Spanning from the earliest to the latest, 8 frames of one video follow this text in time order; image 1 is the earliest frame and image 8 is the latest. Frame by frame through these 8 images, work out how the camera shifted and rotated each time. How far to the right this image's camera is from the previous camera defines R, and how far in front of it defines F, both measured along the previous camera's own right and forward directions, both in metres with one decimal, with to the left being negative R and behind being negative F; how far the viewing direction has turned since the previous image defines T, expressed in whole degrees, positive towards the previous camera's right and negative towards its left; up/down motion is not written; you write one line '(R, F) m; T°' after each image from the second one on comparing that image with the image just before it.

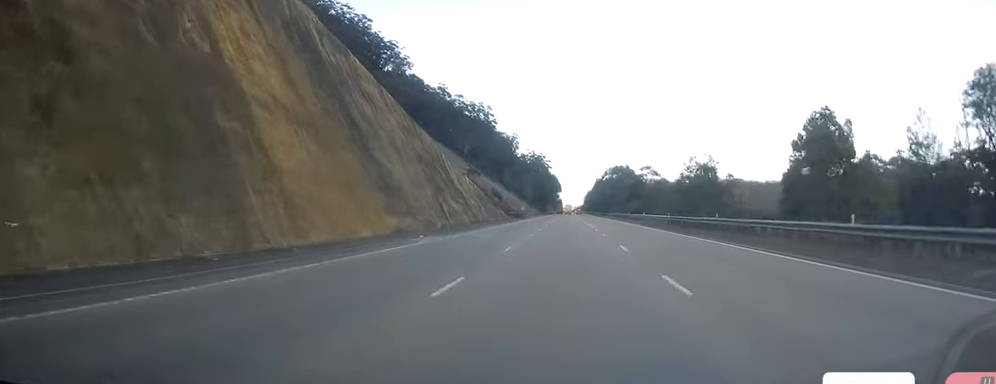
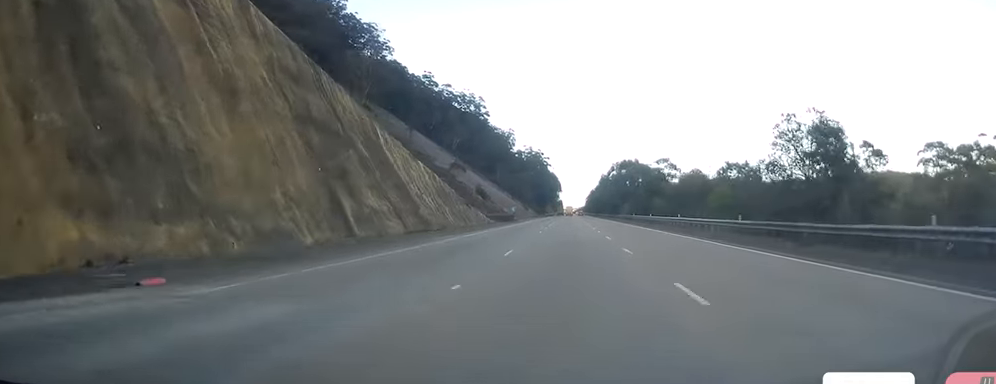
(0.0, +24.9) m; 0°
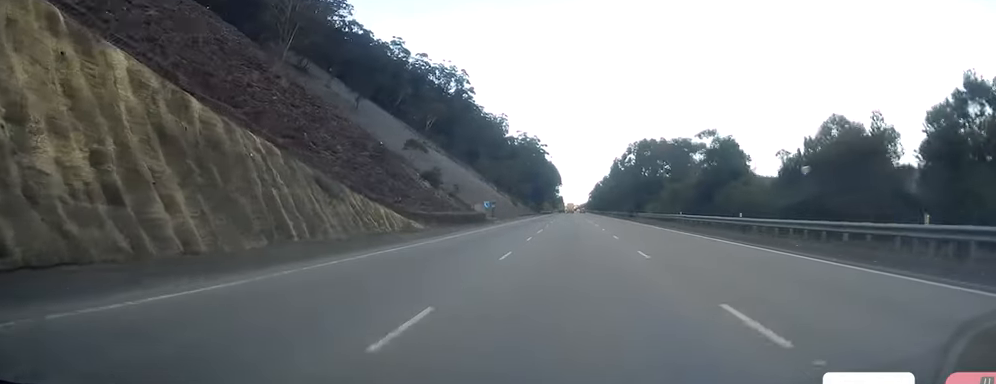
(-0.2, +39.2) m; 0°
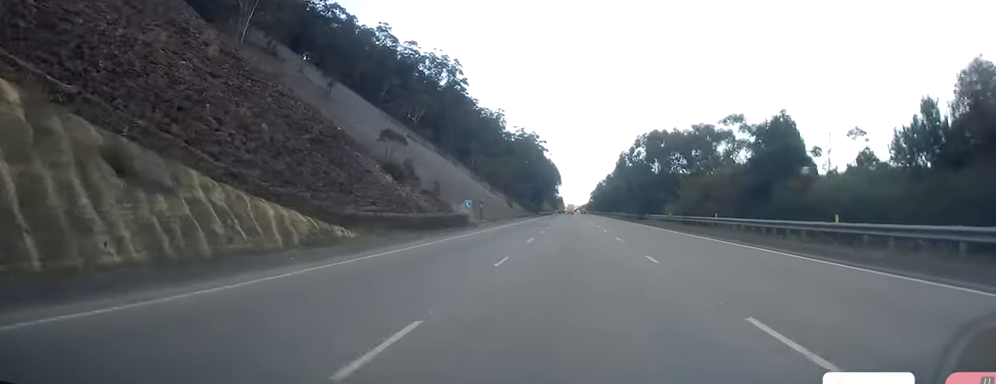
(+0.1, +13.4) m; 0°
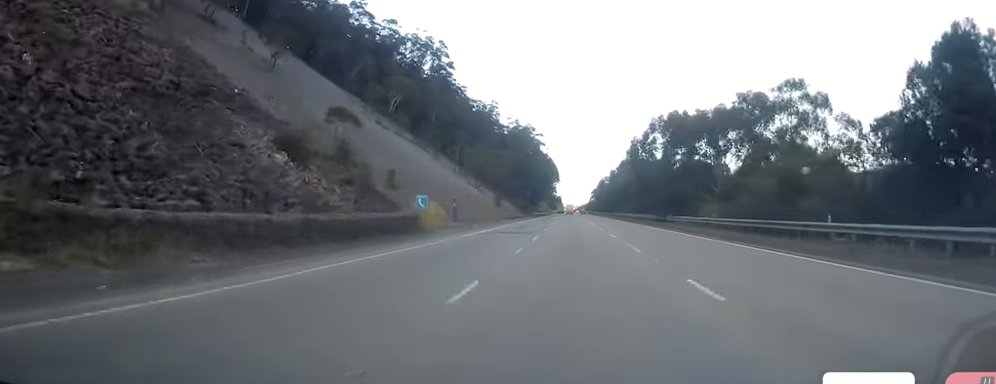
(+0.4, +19.1) m; 0°
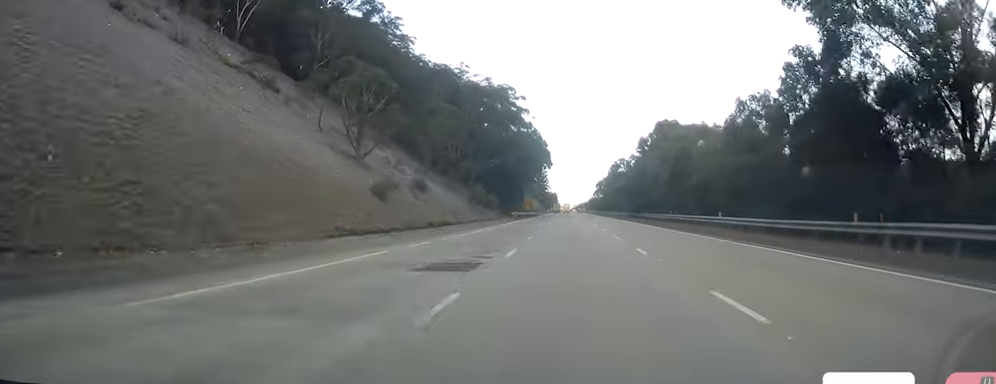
(-0.1, +62.6) m; 0°
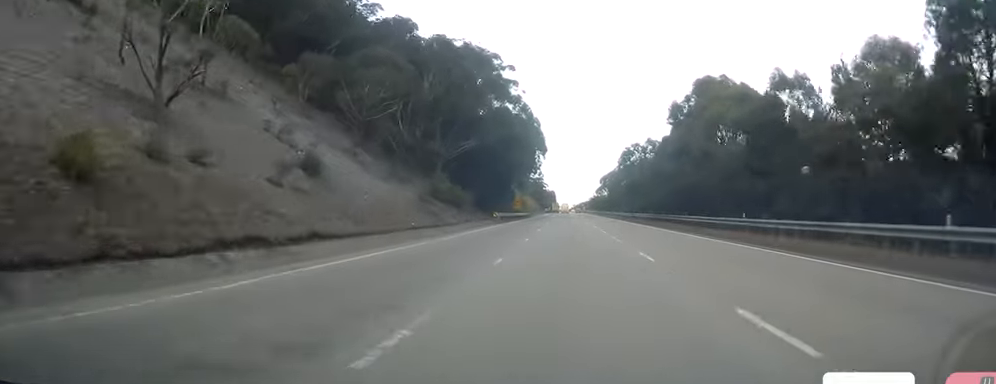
(-0.4, +26.0) m; 0°
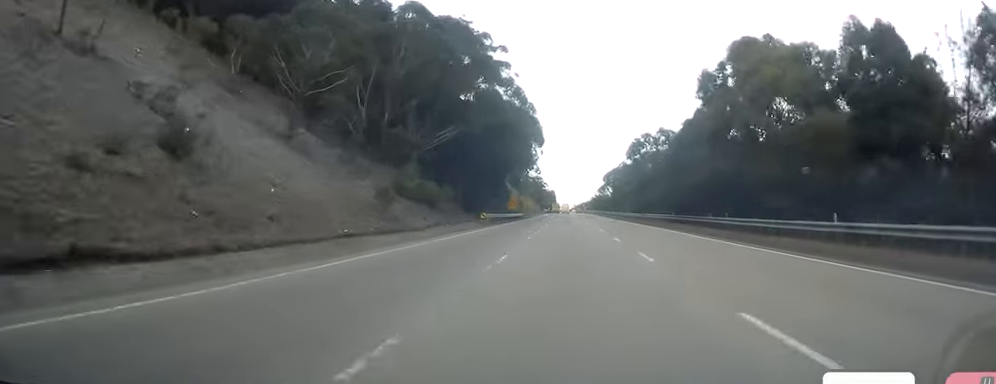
(+0.2, +12.5) m; 0°
